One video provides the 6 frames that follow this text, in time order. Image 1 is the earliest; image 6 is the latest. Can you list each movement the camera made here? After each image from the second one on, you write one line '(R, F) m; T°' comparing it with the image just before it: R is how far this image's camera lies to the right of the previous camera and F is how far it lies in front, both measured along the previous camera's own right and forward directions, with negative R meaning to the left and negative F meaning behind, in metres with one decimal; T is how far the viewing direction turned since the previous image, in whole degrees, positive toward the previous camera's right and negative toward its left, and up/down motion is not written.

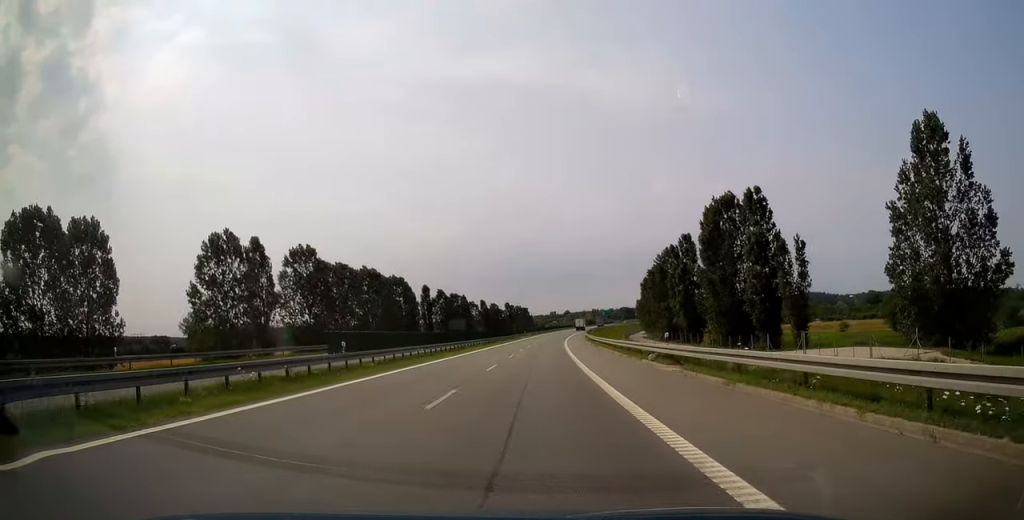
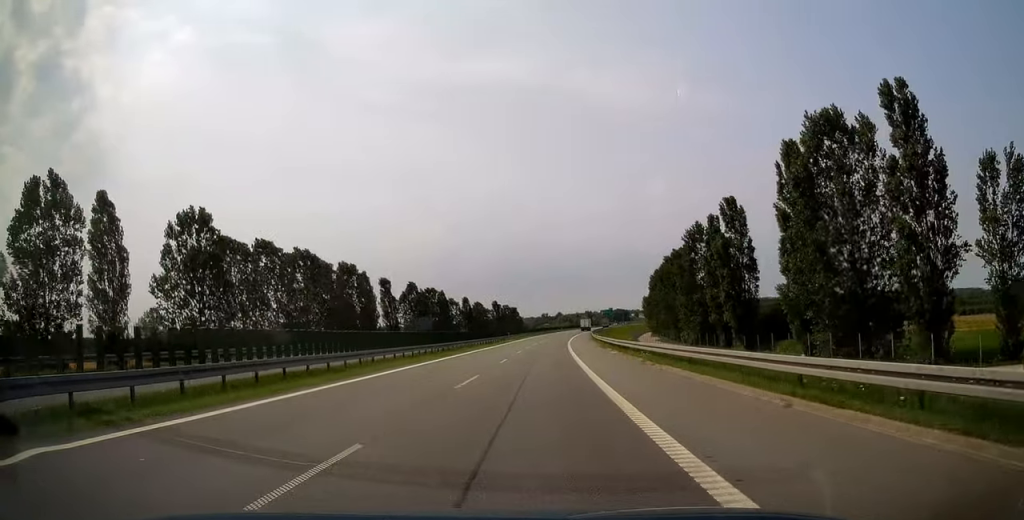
(+0.1, +31.9) m; +1°
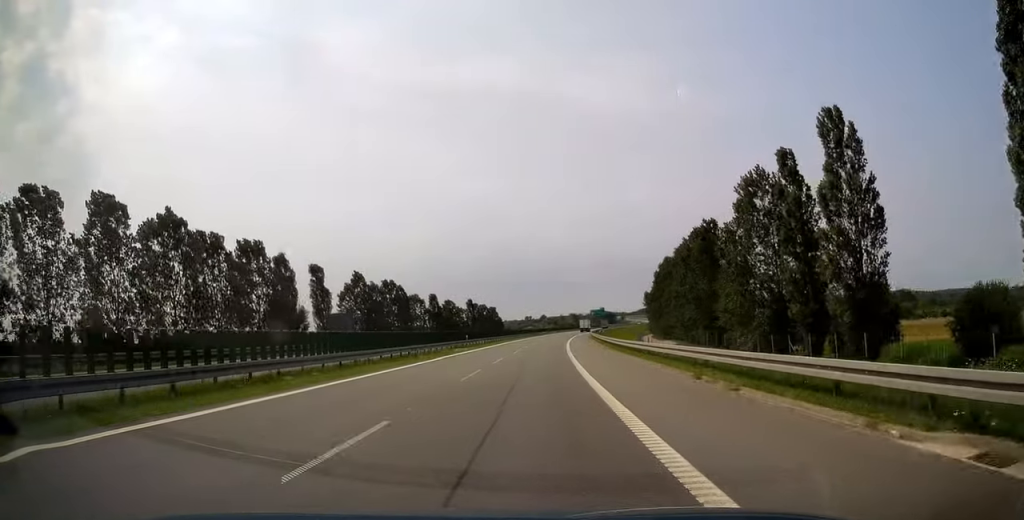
(+0.5, +33.9) m; +1°
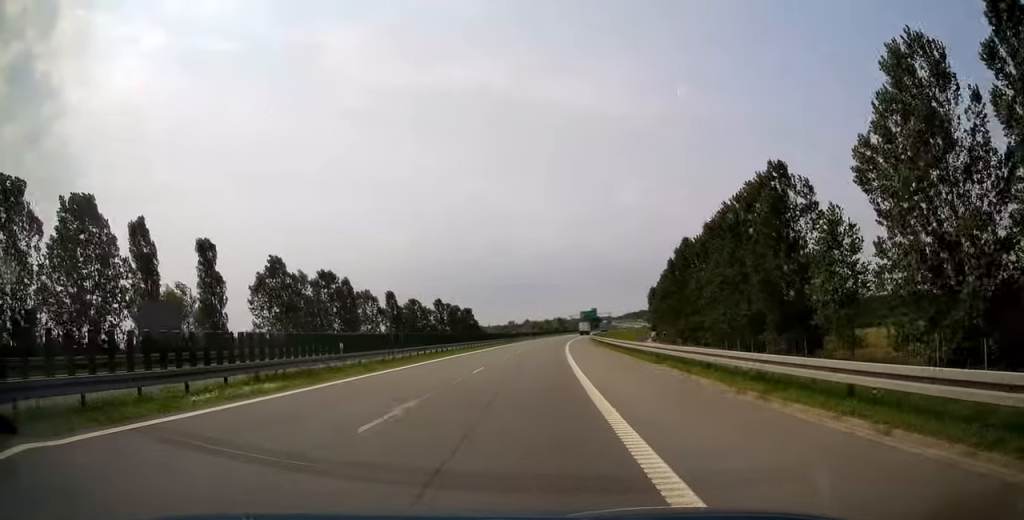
(+0.2, +32.8) m; +1°
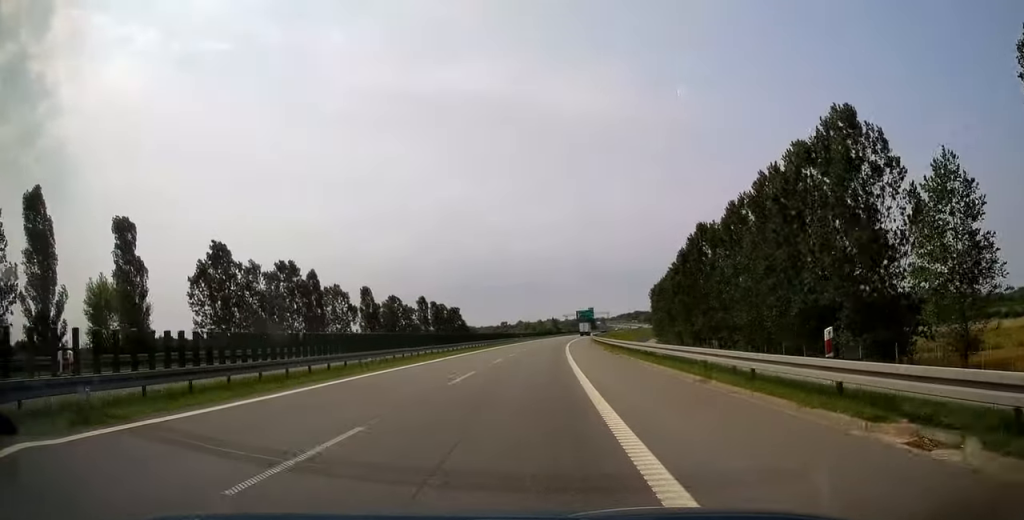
(0.0, +15.7) m; +1°
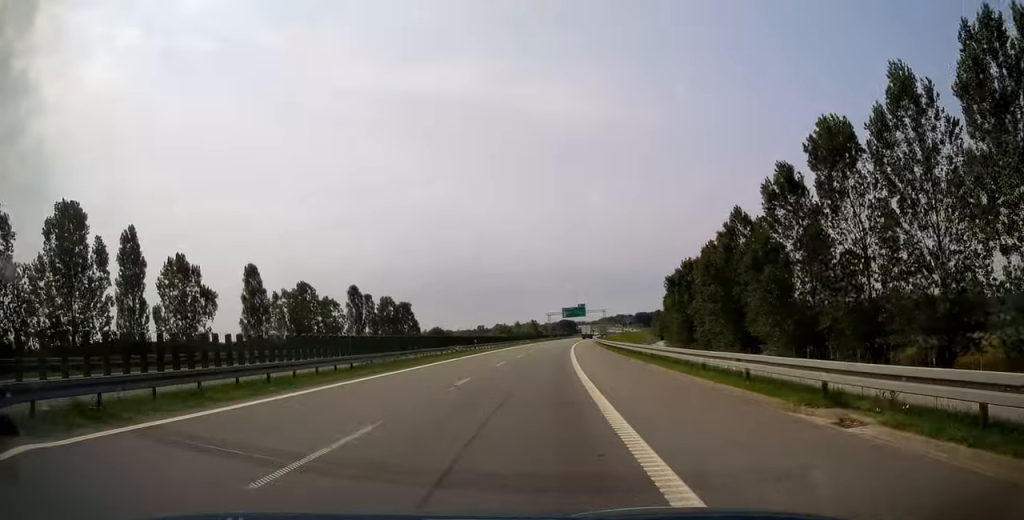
(+1.4, +47.3) m; +3°
